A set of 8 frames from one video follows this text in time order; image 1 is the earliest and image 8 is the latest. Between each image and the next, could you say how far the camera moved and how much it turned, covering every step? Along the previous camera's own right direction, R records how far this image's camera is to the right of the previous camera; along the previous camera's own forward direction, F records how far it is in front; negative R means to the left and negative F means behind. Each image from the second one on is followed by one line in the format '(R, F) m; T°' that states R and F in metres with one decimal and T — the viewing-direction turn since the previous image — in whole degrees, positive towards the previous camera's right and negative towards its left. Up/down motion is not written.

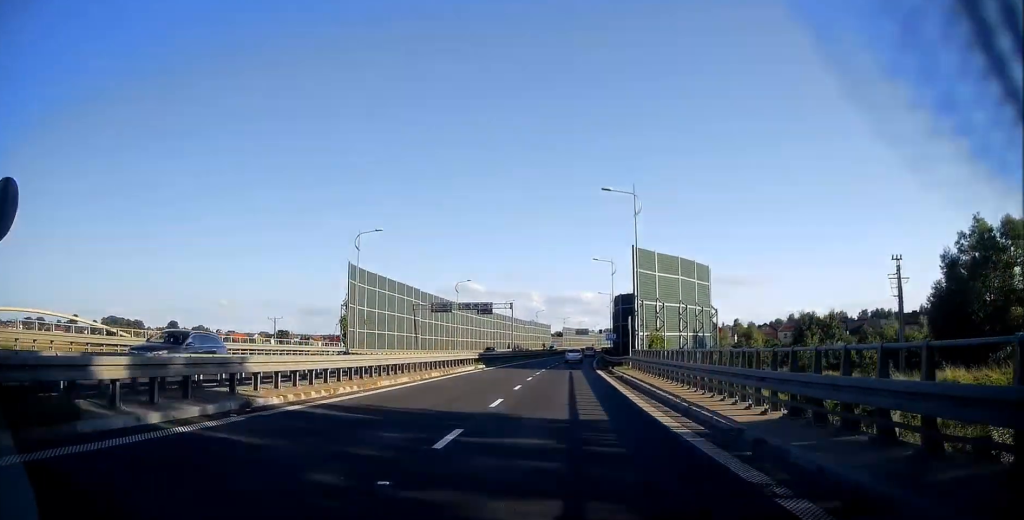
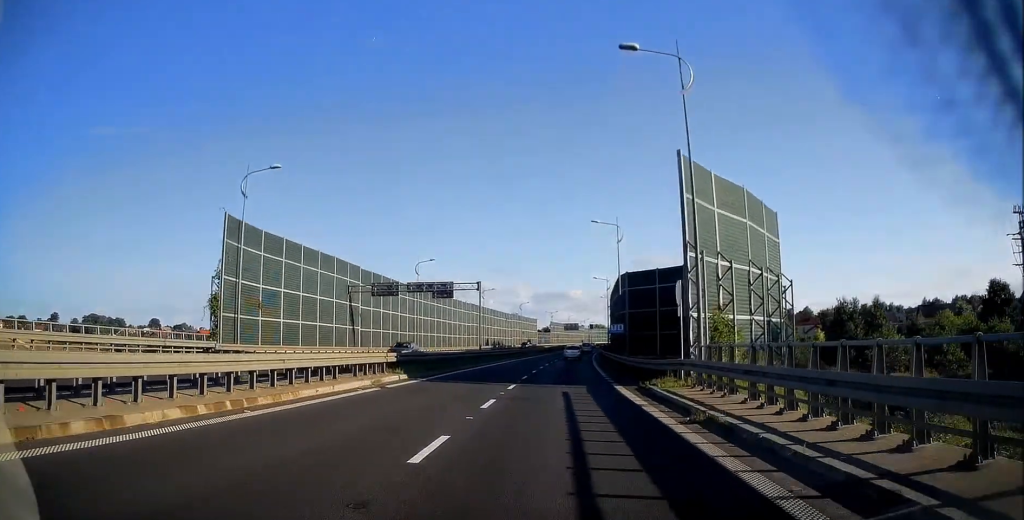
(0.0, +19.1) m; 0°
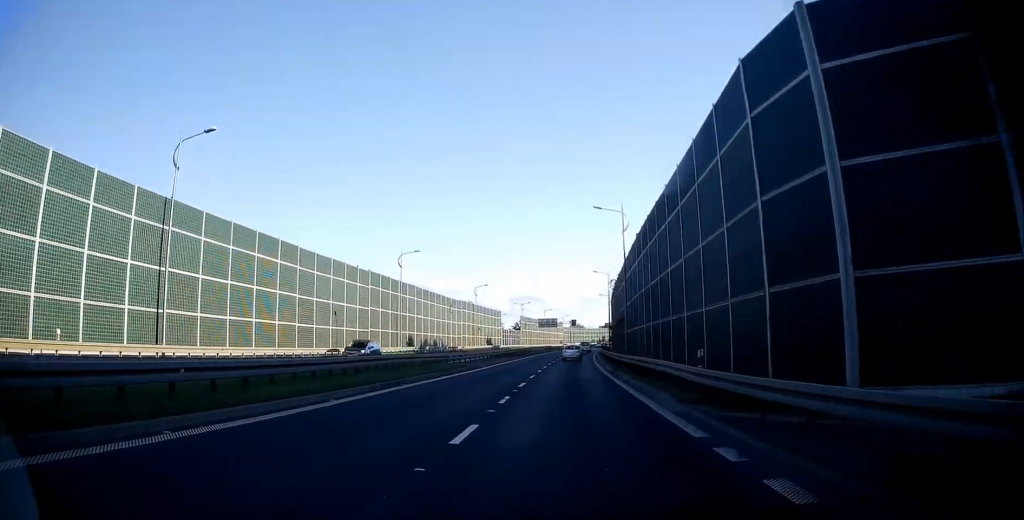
(+0.9, +46.5) m; +2°
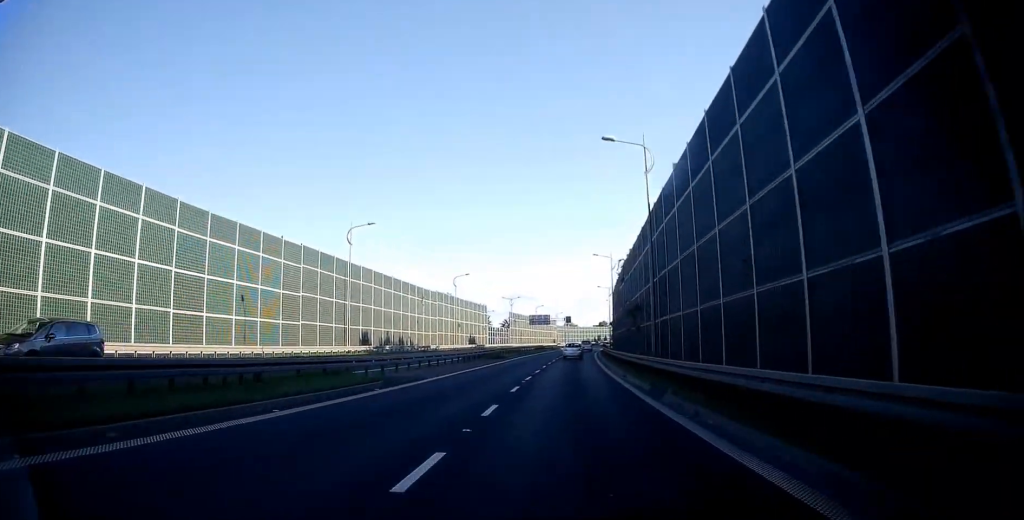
(+0.1, +14.9) m; +1°
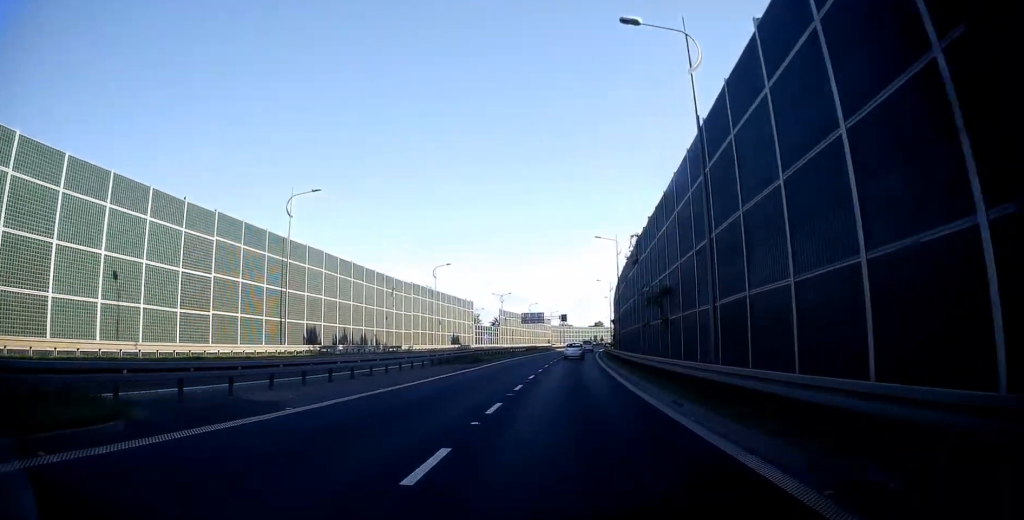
(0.0, +11.7) m; +1°
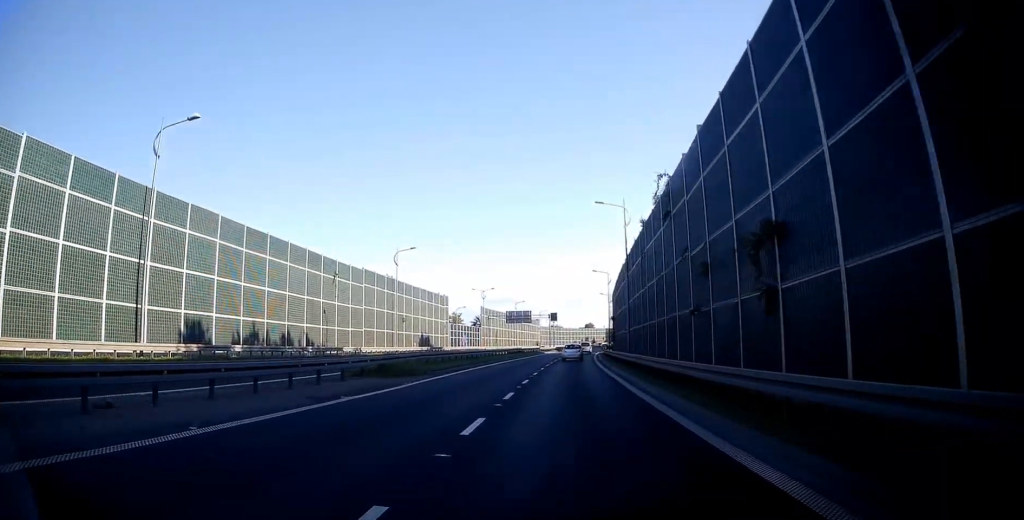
(+0.1, +14.8) m; +1°
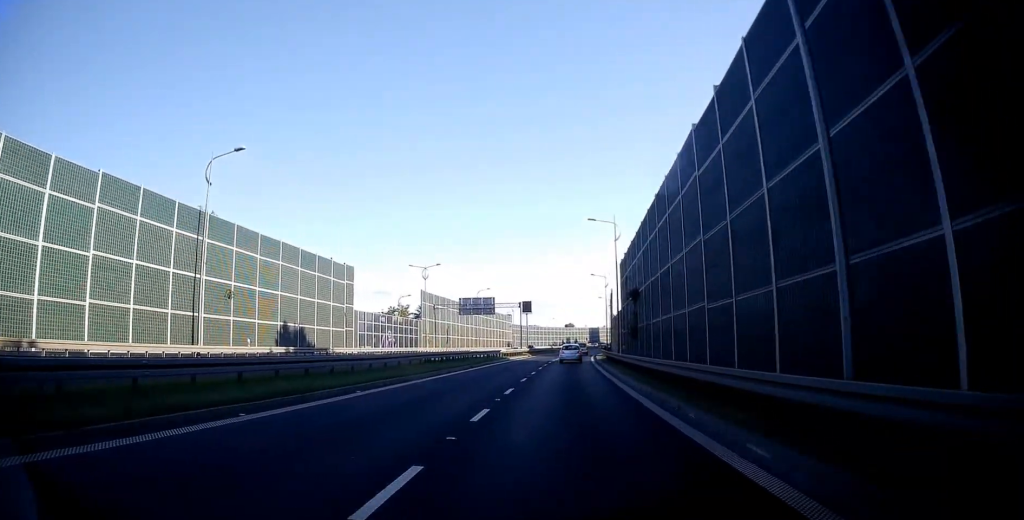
(+0.6, +35.2) m; +2°
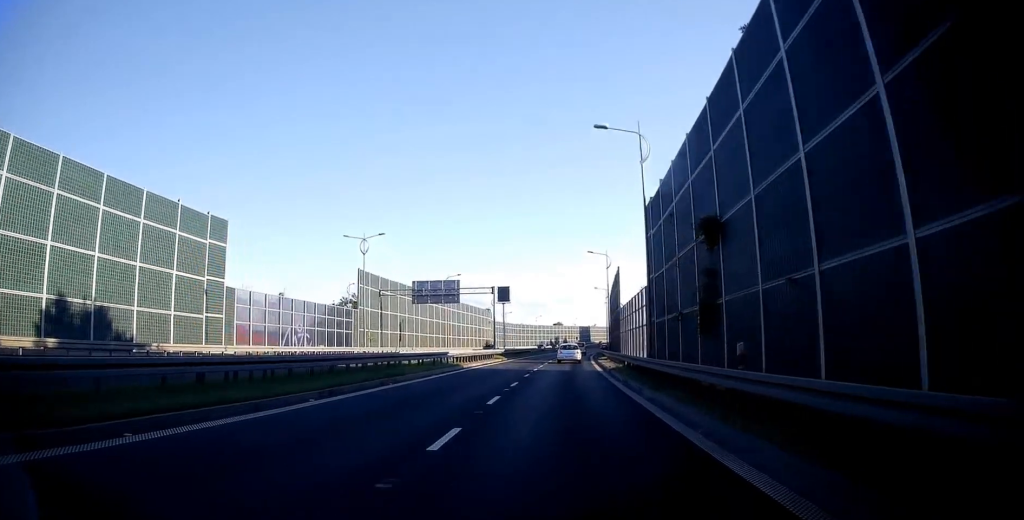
(+0.3, +22.2) m; +1°
